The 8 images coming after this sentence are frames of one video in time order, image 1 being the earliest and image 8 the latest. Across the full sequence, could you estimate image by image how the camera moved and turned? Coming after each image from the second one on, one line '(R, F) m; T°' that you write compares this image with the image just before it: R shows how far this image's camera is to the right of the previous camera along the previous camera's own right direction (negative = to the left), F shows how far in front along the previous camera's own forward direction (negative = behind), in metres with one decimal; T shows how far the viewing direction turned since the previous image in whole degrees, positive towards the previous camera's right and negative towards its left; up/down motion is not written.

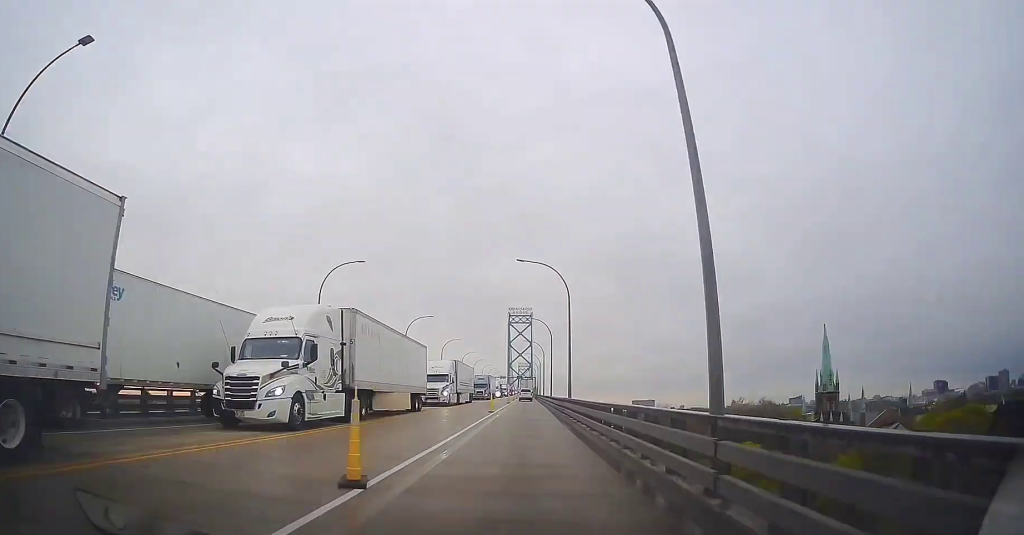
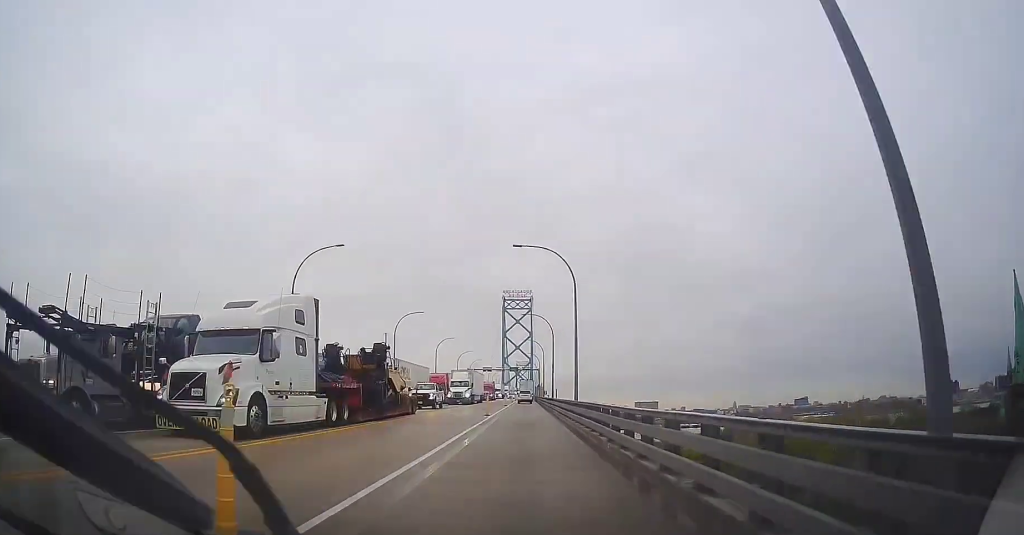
(-0.4, +93.9) m; 0°
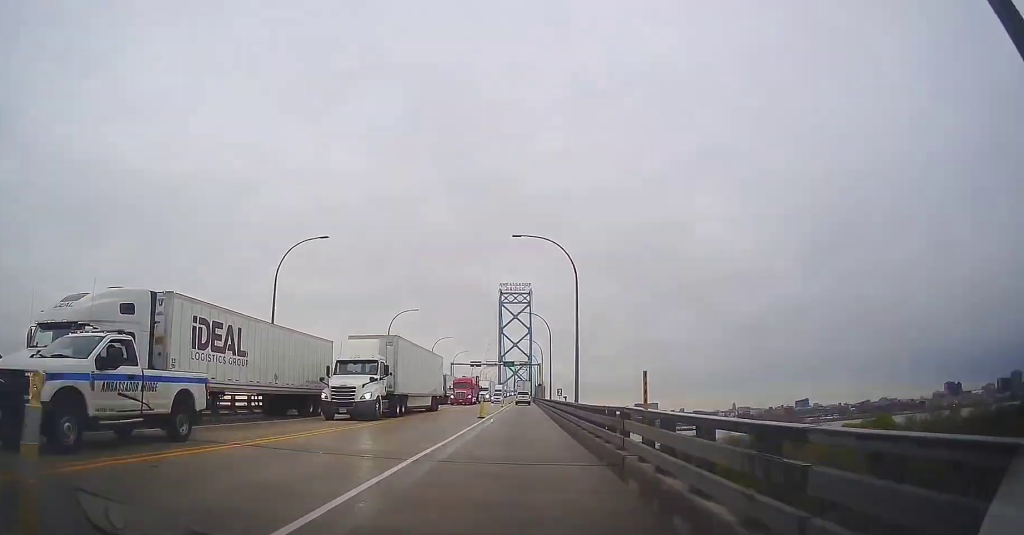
(0.0, +30.9) m; 0°
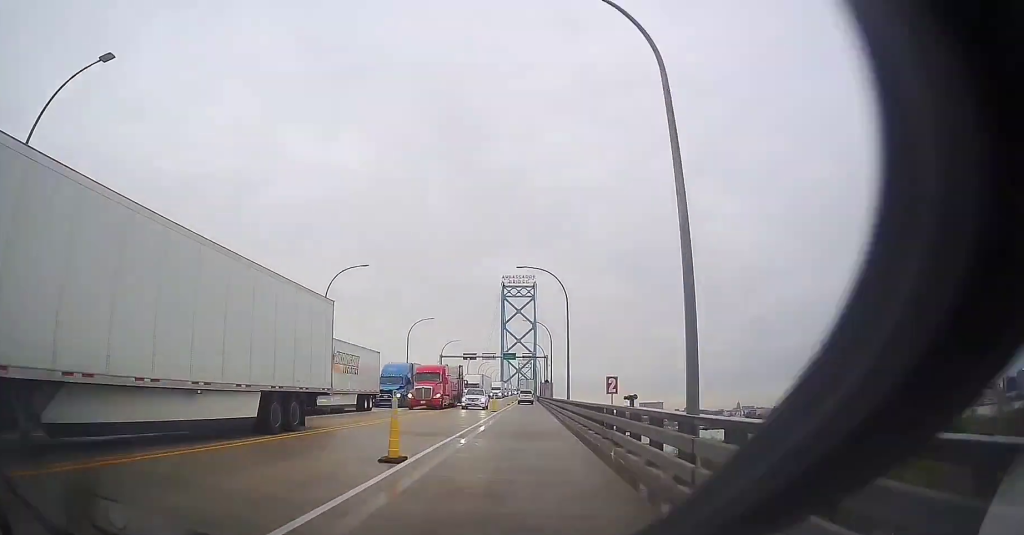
(+0.4, +19.7) m; 0°
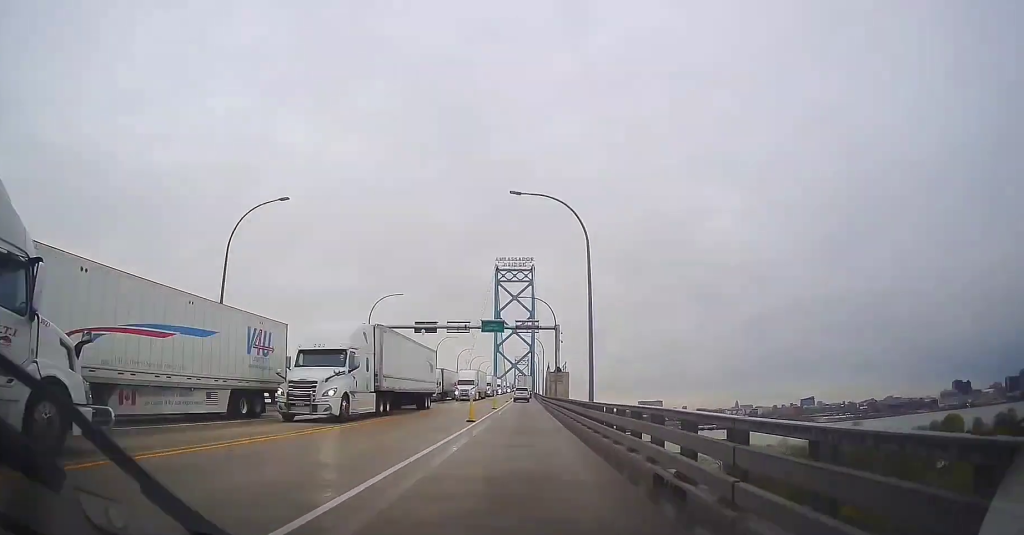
(-0.5, +43.5) m; 0°
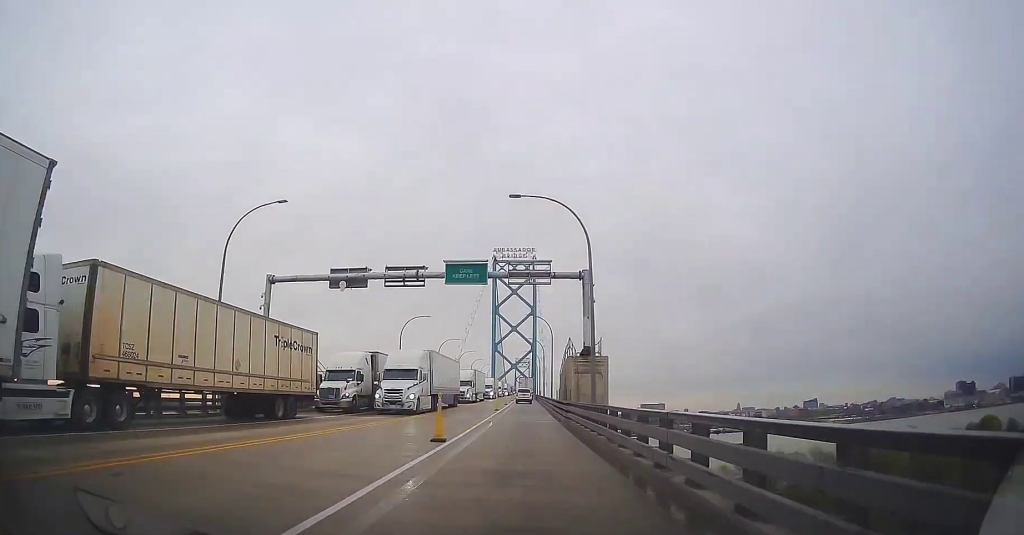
(+0.1, +28.1) m; 0°
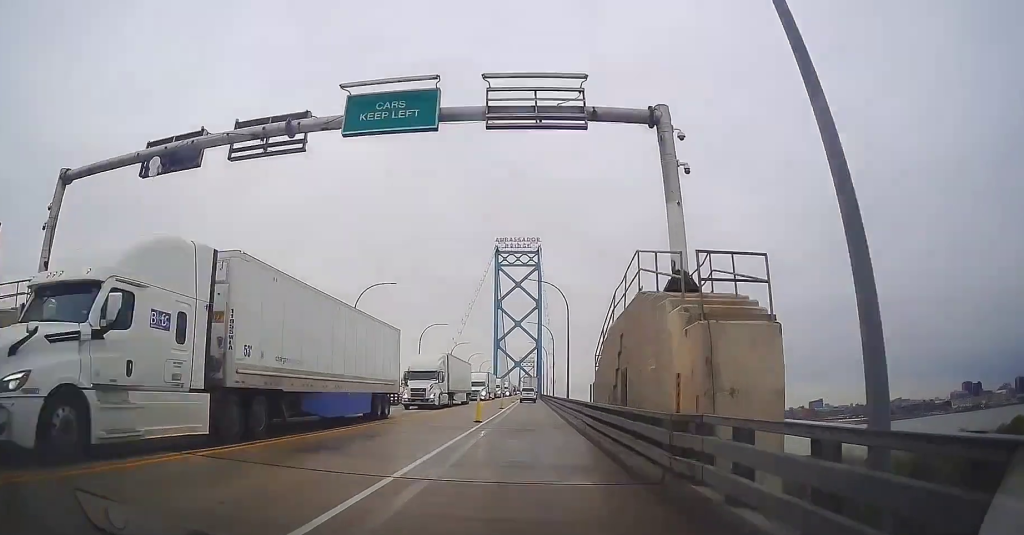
(+0.3, +19.7) m; 0°
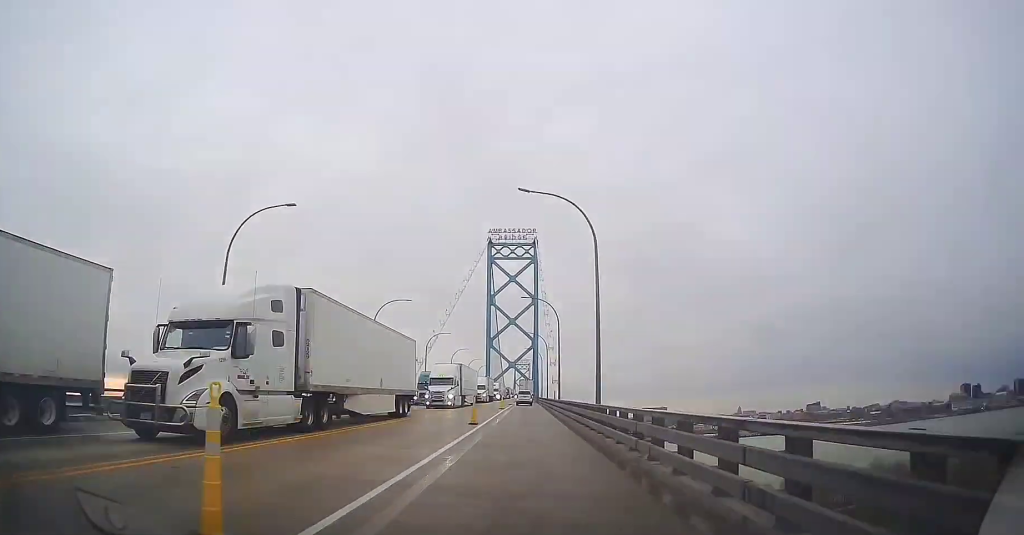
(-0.1, +21.3) m; 0°
